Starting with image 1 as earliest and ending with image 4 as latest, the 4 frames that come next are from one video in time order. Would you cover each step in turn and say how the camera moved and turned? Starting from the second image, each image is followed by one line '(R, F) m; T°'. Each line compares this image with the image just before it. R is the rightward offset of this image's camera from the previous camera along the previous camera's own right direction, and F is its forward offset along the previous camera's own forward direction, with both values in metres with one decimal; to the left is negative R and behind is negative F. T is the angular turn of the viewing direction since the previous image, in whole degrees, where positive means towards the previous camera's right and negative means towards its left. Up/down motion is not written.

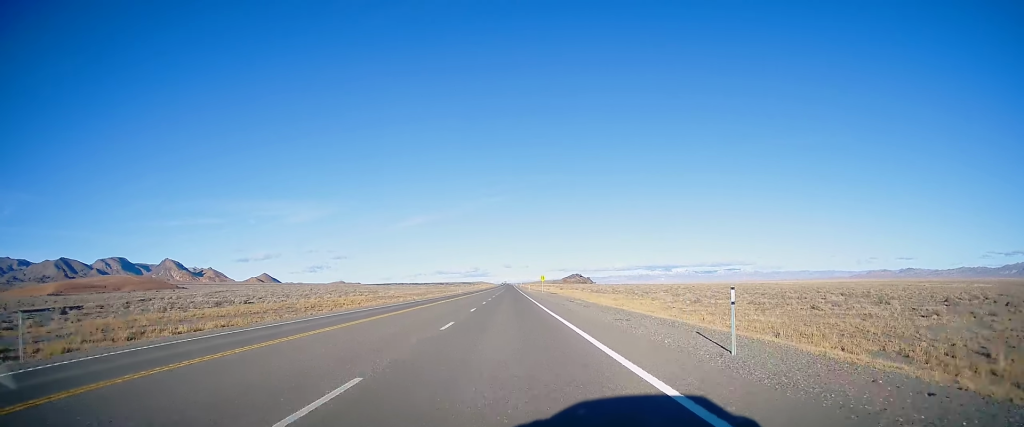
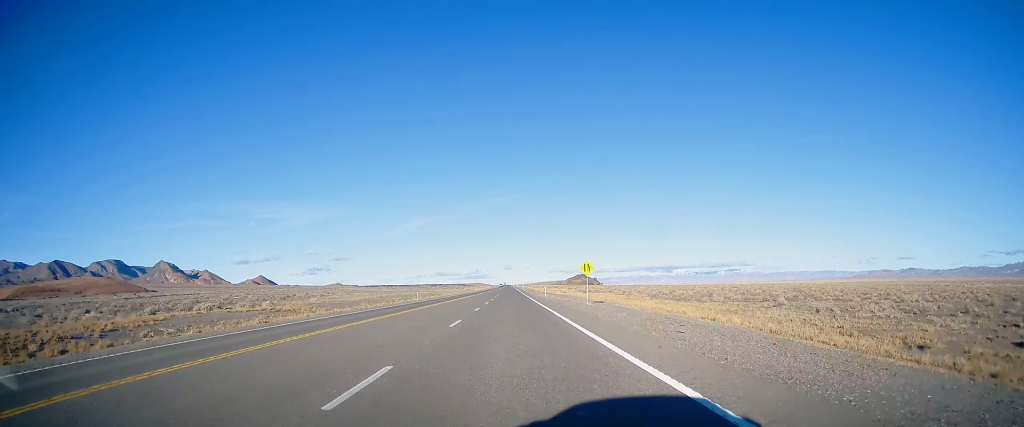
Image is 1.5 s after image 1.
(-0.1, +59.9) m; +1°
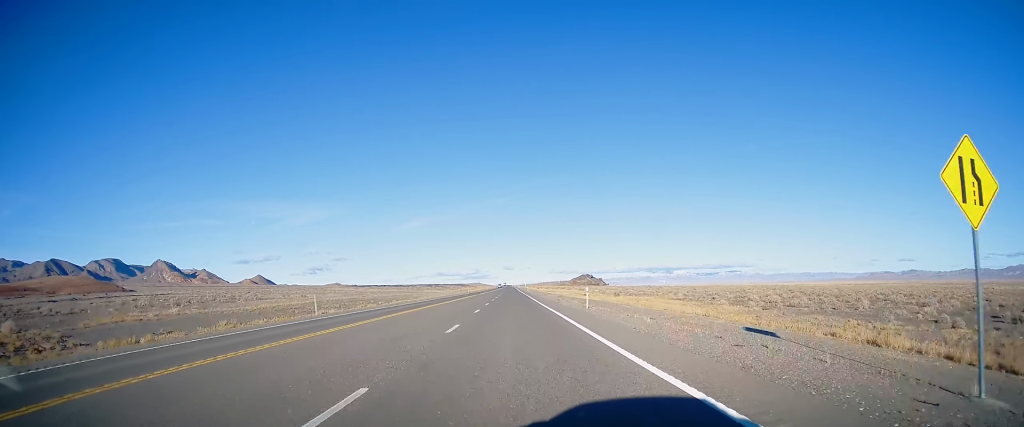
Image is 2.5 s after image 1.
(+0.4, +38.8) m; 0°
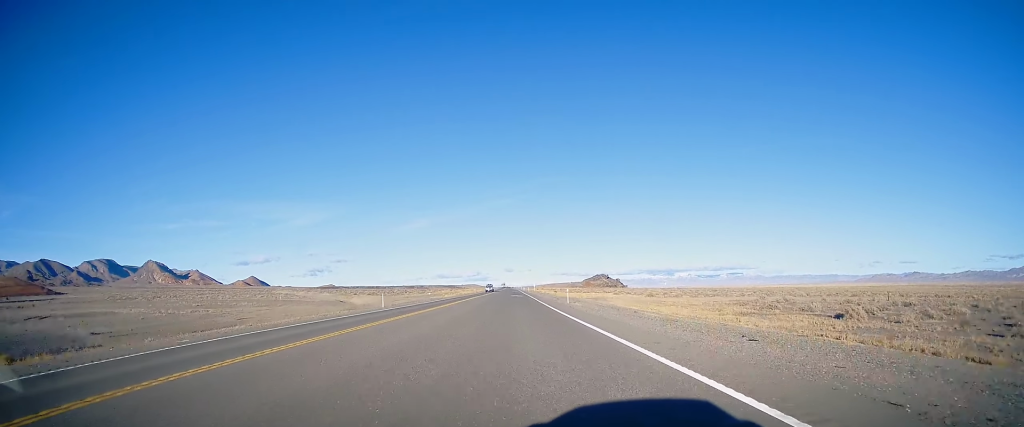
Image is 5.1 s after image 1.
(-0.4, +105.8) m; 0°
